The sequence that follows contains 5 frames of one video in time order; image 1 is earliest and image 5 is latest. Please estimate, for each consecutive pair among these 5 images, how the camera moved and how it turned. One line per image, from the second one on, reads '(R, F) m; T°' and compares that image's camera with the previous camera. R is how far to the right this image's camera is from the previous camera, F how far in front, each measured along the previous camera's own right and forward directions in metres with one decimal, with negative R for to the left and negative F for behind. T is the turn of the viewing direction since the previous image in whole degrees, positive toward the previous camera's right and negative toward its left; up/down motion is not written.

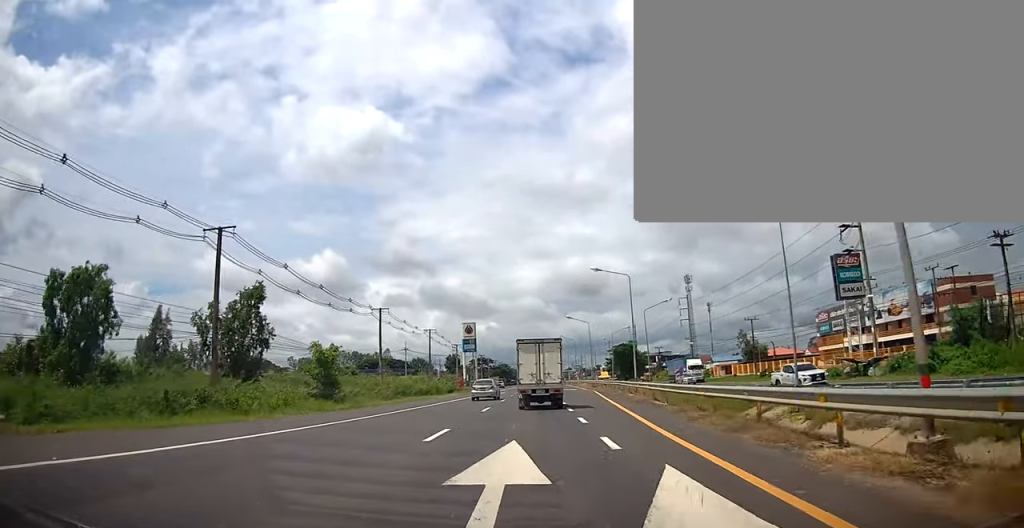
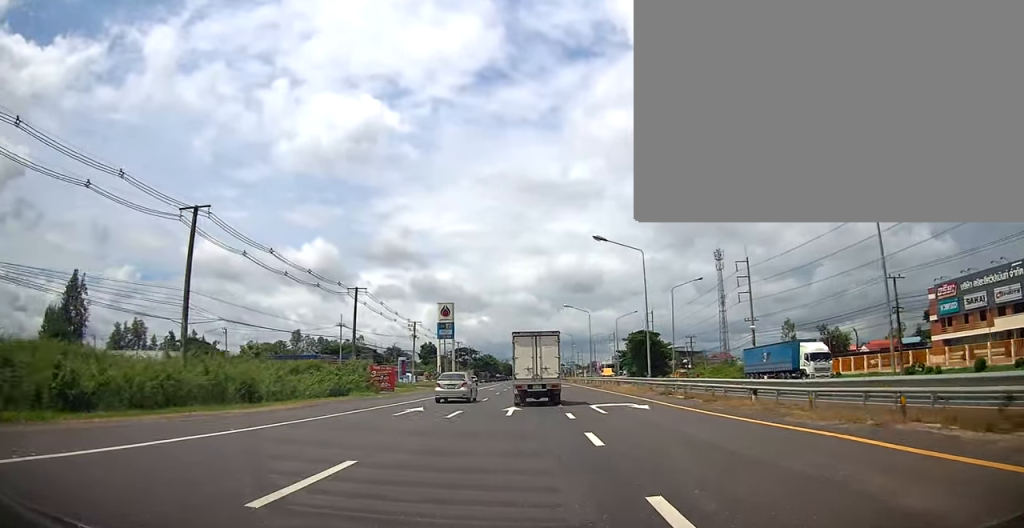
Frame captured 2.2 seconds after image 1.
(+0.2, +43.3) m; +3°
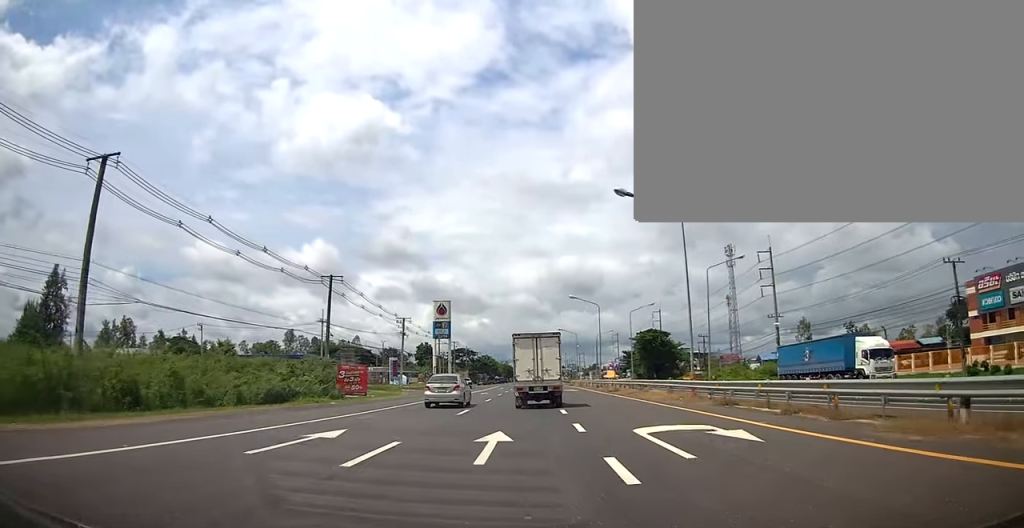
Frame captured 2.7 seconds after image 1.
(+0.1, +9.4) m; -1°
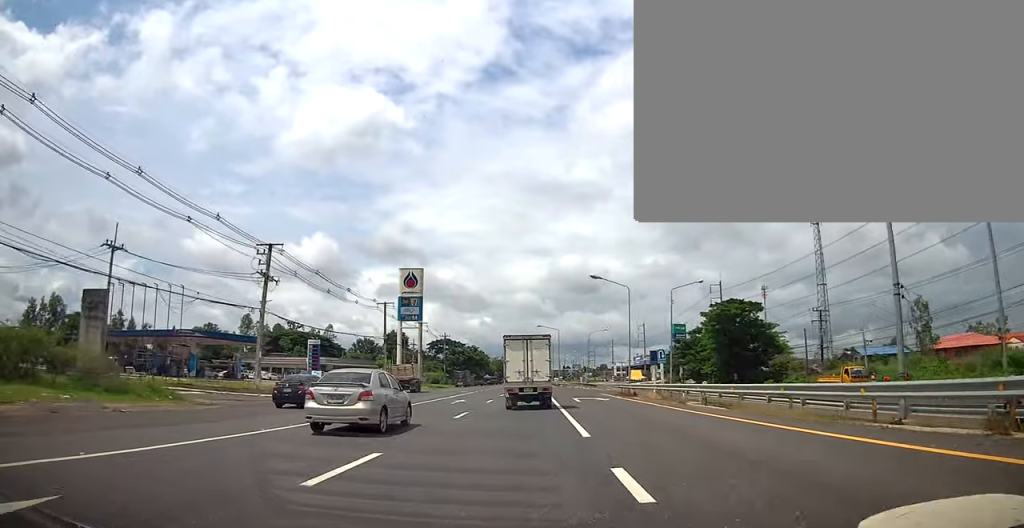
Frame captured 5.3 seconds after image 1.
(-0.3, +49.9) m; +2°
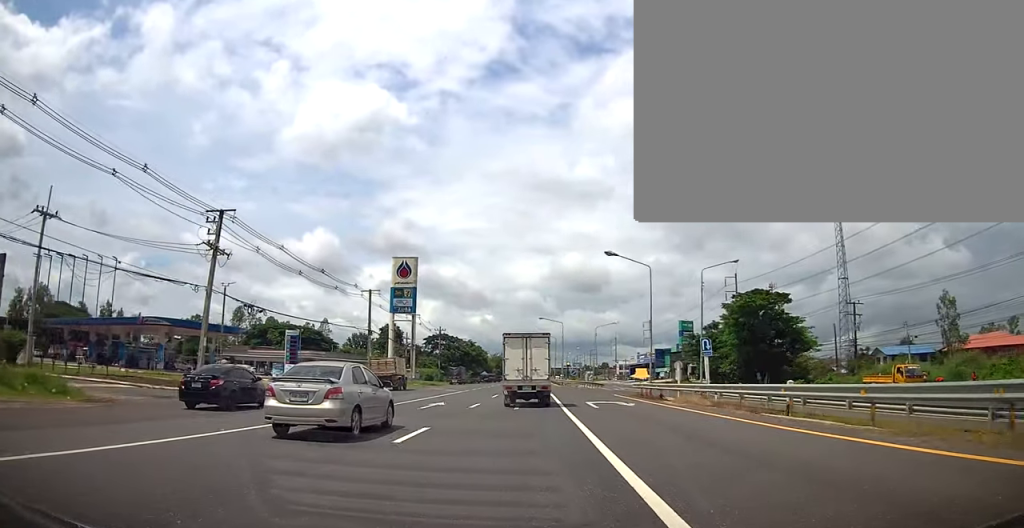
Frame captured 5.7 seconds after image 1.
(+0.1, +8.0) m; 0°
